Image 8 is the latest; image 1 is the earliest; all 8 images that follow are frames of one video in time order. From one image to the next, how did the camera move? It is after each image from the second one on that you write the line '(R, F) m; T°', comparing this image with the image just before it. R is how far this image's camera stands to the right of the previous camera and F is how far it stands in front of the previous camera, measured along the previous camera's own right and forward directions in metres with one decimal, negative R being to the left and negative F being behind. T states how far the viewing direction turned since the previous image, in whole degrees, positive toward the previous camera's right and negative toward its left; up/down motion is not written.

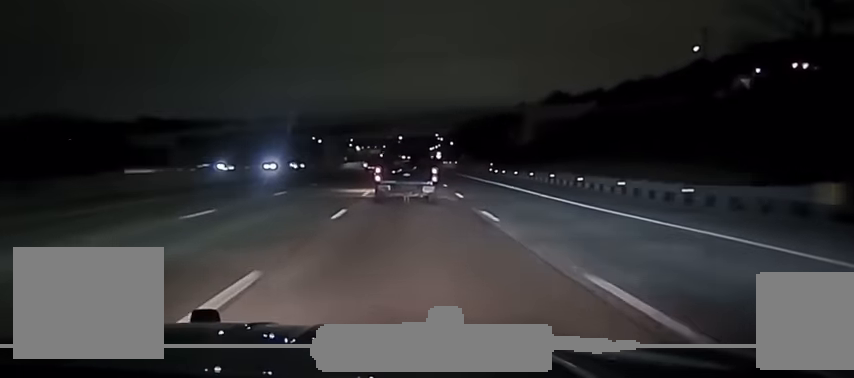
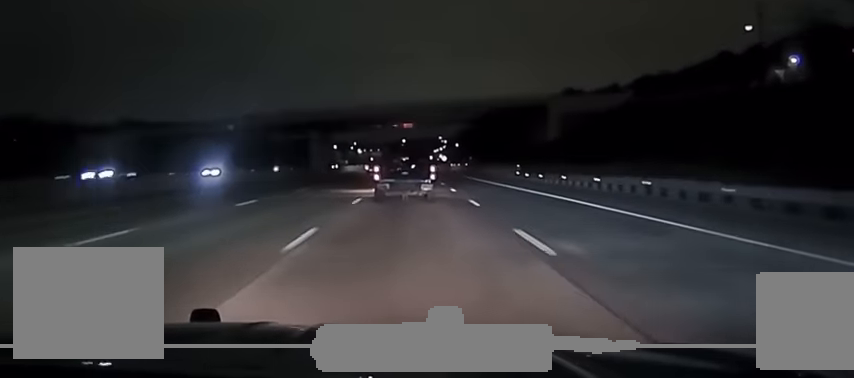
(0.0, +18.1) m; 0°
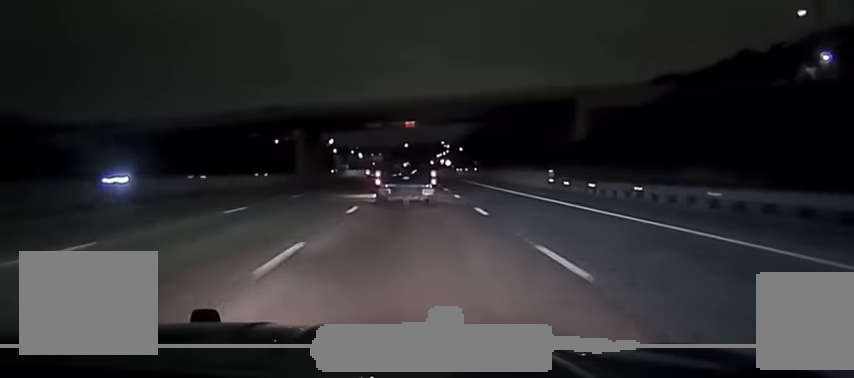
(0.0, +14.2) m; 0°
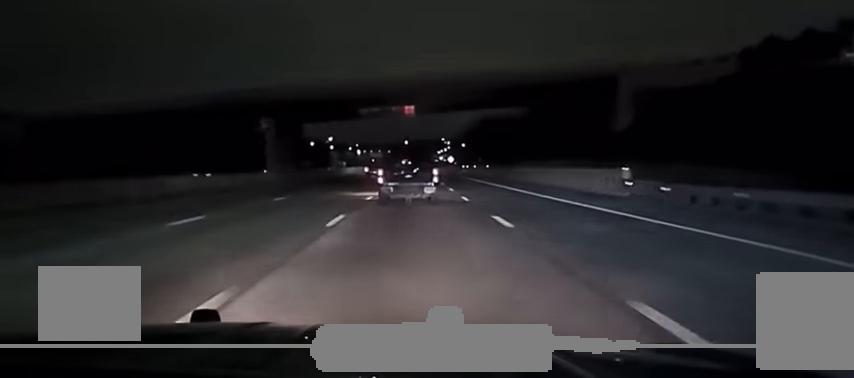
(0.0, +16.8) m; 0°
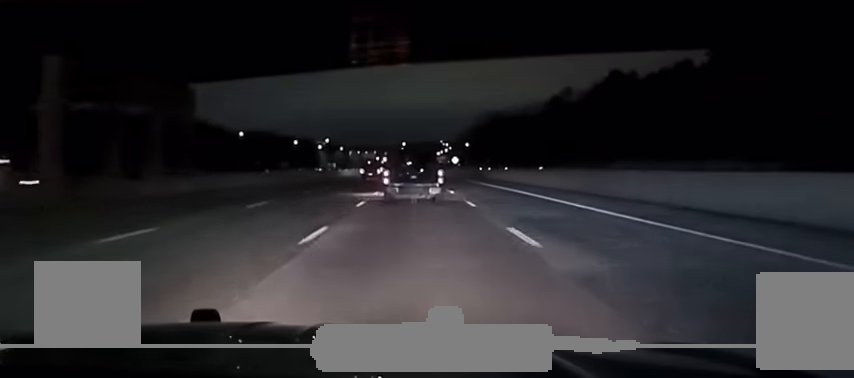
(0.0, +40.2) m; 0°
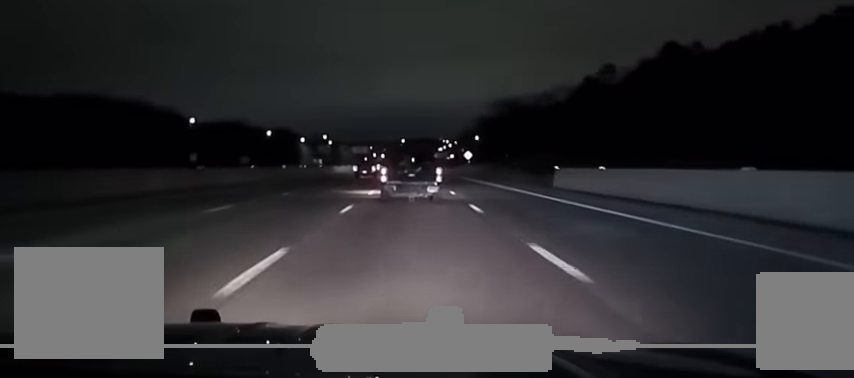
(0.0, +52.0) m; 0°
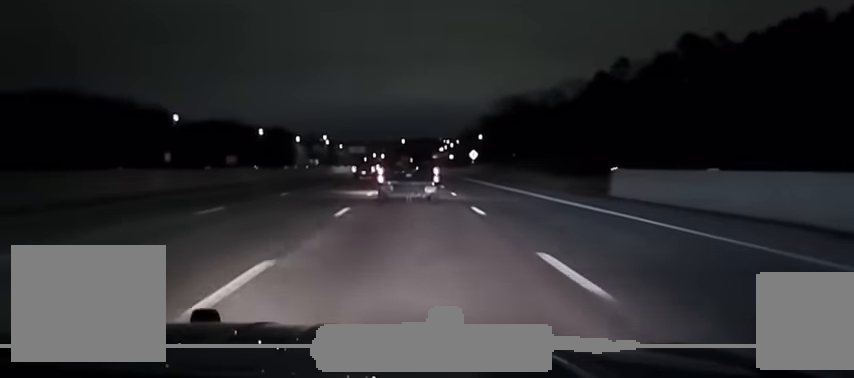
(0.0, +13.1) m; 0°
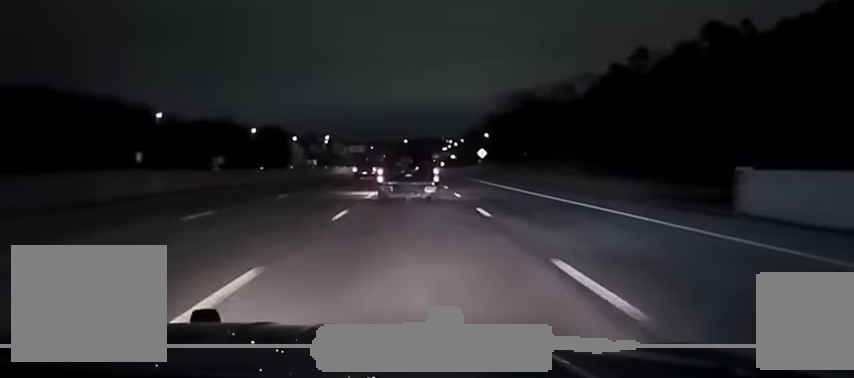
(0.0, +13.2) m; 0°
